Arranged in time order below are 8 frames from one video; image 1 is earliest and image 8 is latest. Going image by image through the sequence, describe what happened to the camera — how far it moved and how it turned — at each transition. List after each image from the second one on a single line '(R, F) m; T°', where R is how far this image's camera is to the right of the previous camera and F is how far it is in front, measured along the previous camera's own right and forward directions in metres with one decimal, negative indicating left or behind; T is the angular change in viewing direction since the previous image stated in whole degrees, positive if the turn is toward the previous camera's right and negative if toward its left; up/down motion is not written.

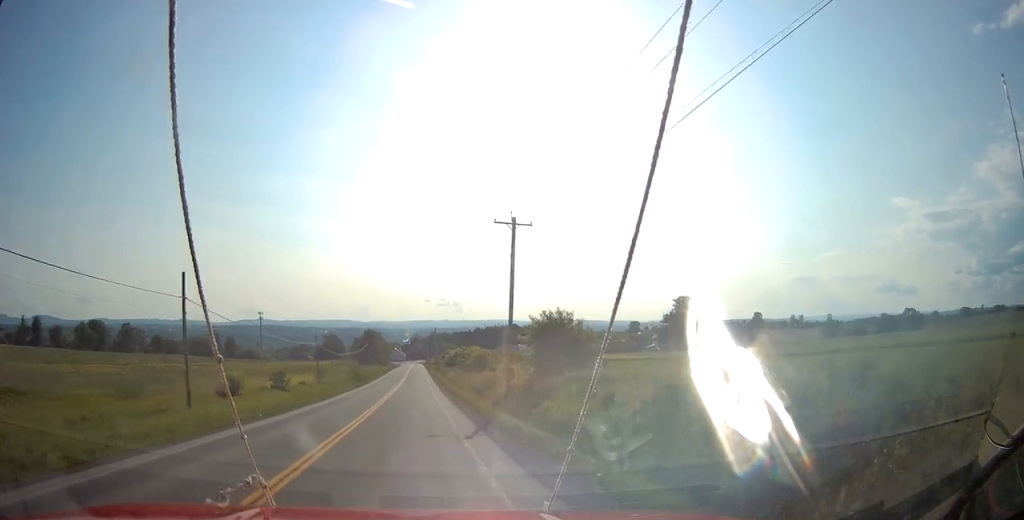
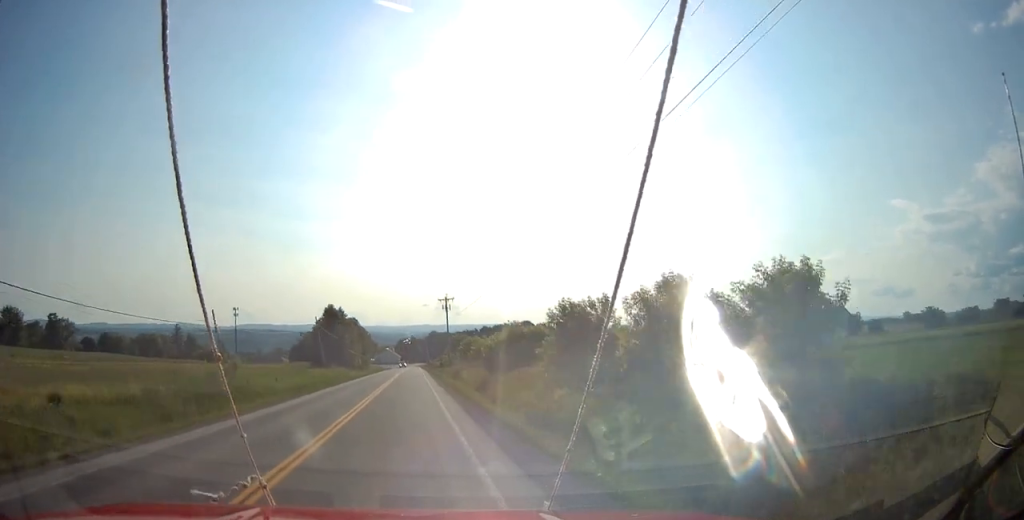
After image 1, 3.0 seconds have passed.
(-0.2, +69.9) m; 0°
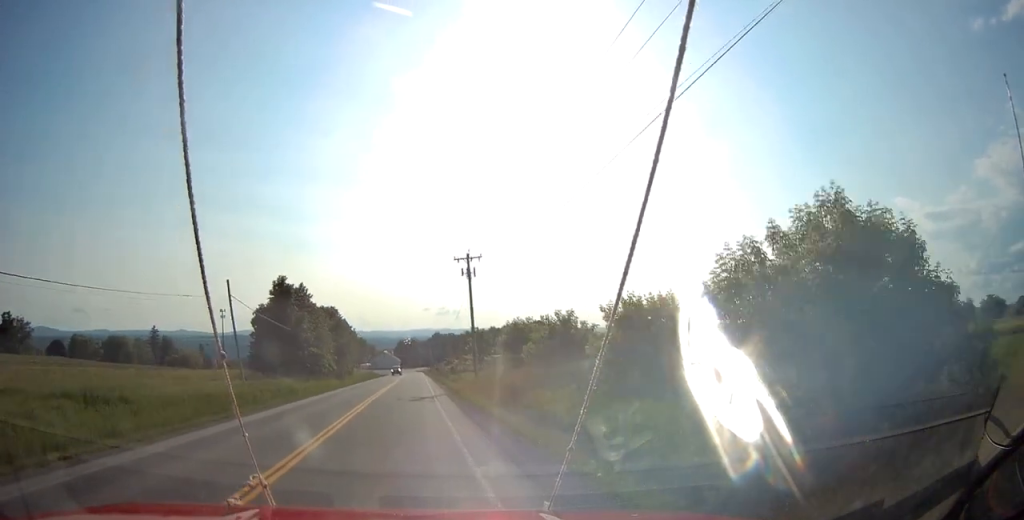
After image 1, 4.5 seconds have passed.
(+0.2, +35.5) m; 0°
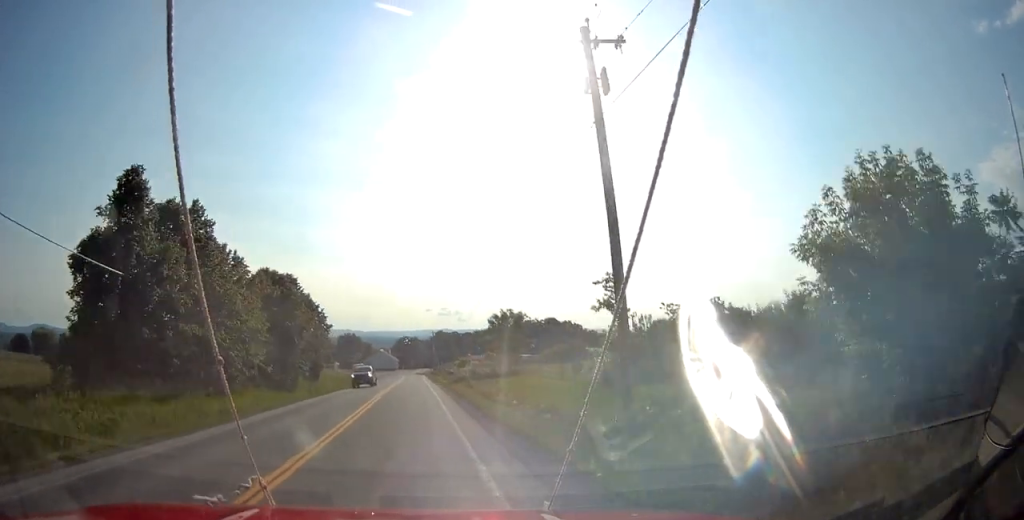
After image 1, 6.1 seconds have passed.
(-0.3, +34.9) m; -1°
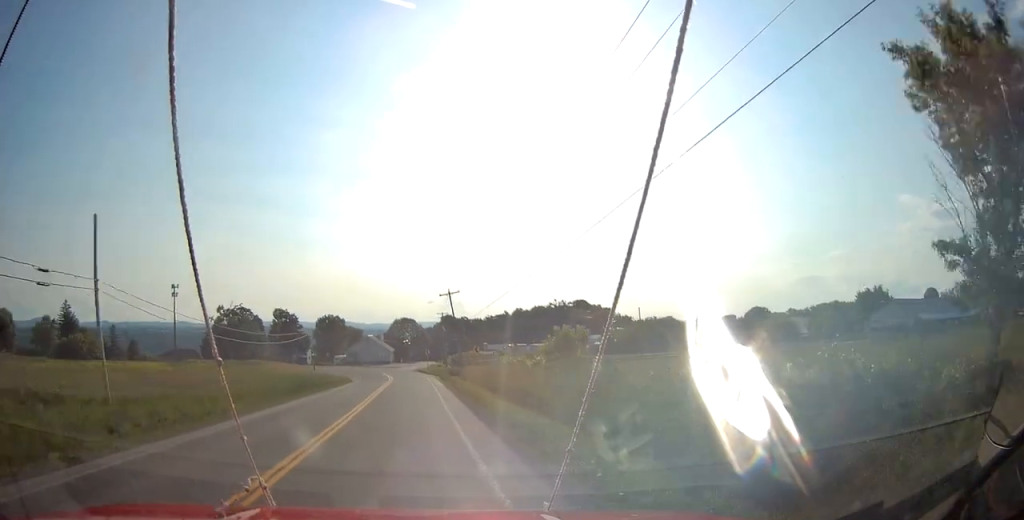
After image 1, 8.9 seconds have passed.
(+0.1, +58.6) m; 0°
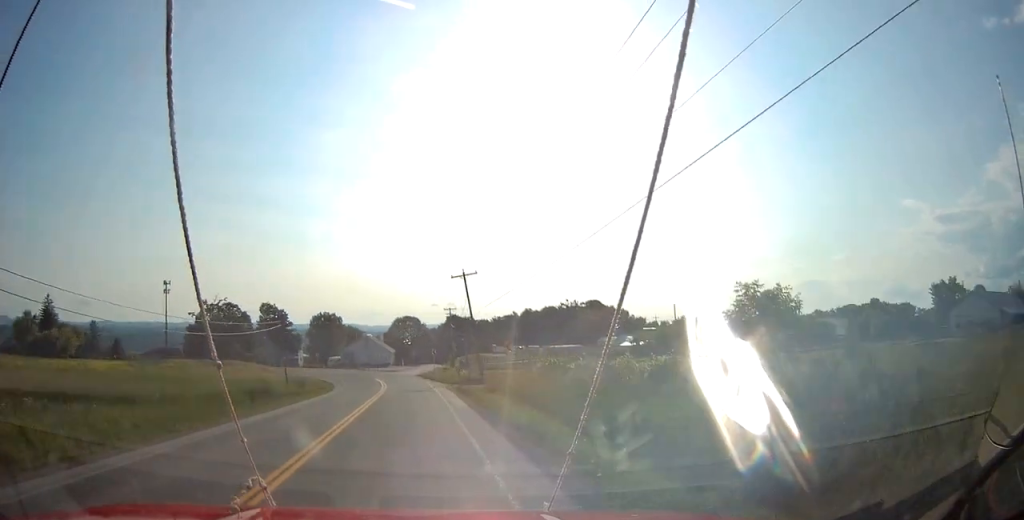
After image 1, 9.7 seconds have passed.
(+0.1, +16.9) m; 0°
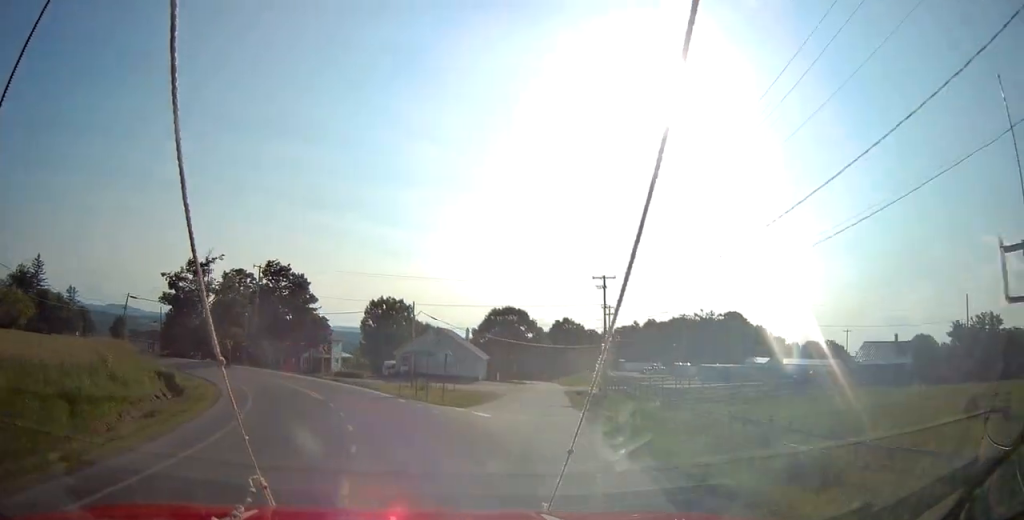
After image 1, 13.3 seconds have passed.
(-3.6, +59.7) m; -13°
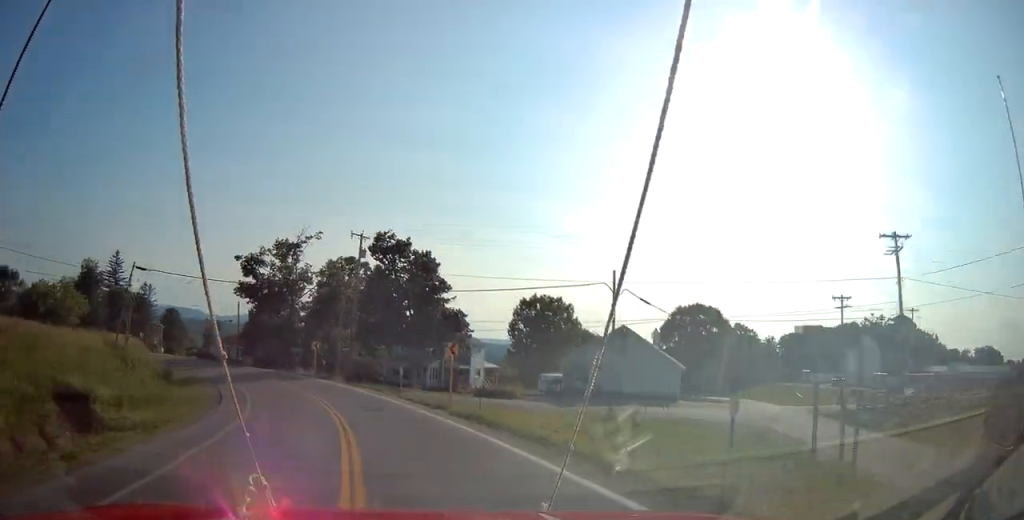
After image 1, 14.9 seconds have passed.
(-2.3, +25.0) m; -12°
